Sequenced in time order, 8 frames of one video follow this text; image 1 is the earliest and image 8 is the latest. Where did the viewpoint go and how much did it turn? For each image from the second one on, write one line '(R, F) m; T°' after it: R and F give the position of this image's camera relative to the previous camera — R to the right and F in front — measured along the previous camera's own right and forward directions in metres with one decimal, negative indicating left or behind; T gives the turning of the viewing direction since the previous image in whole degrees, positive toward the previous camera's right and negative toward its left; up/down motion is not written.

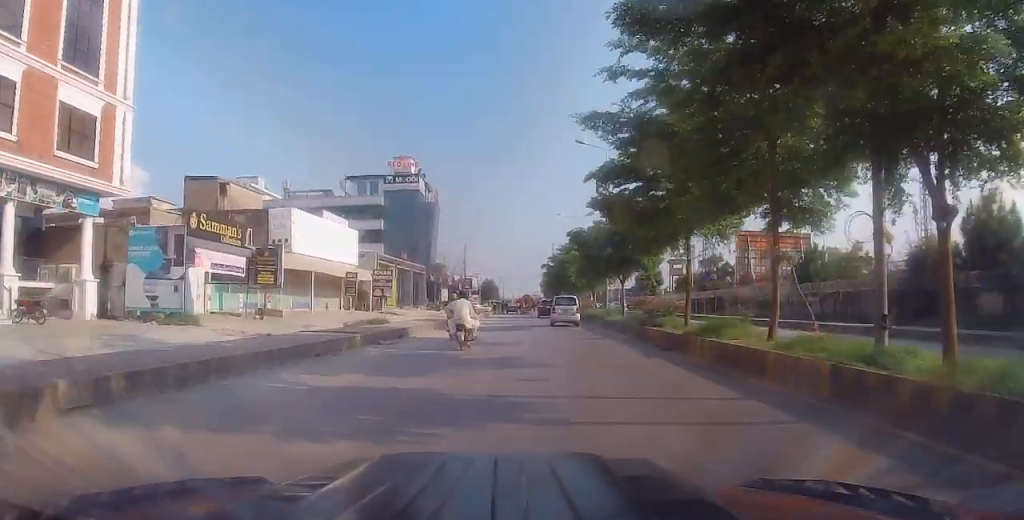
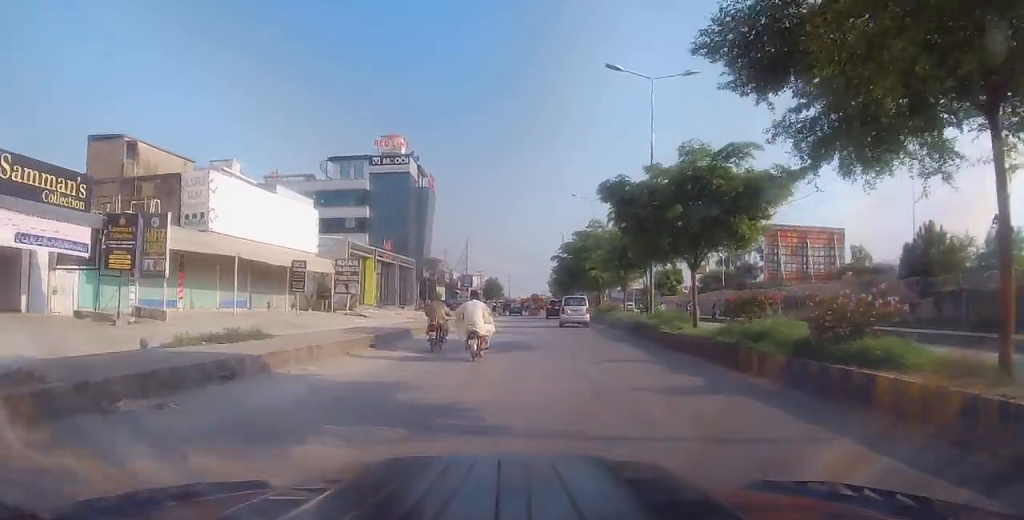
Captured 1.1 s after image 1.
(-0.2, +12.6) m; -1°
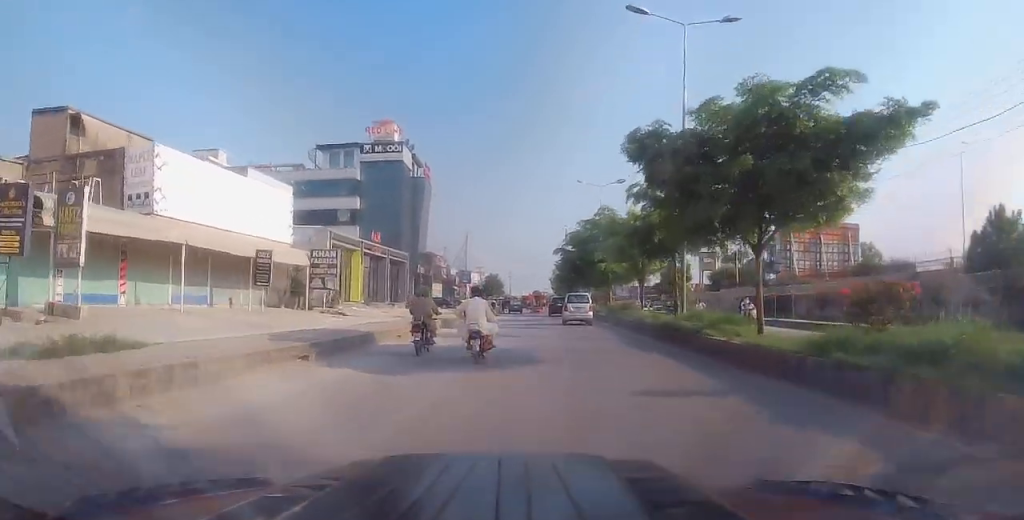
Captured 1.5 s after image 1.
(-0.1, +5.2) m; 0°
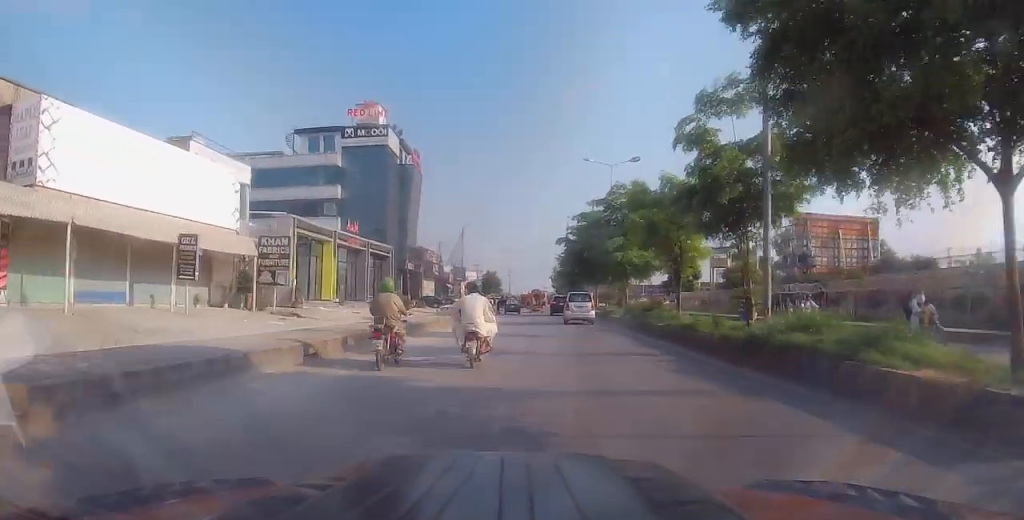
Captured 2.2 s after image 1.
(+0.1, +7.3) m; +1°
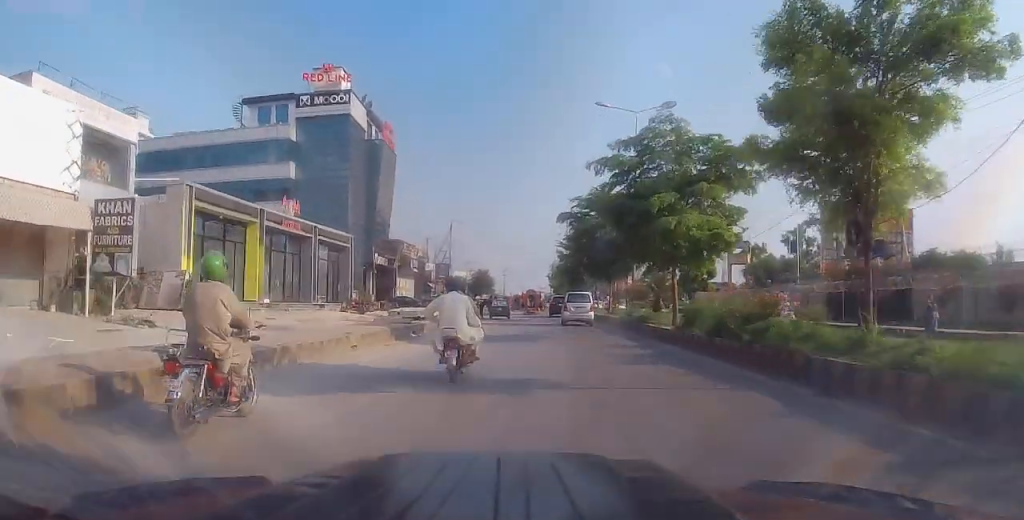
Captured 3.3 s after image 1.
(+0.1, +12.1) m; 0°
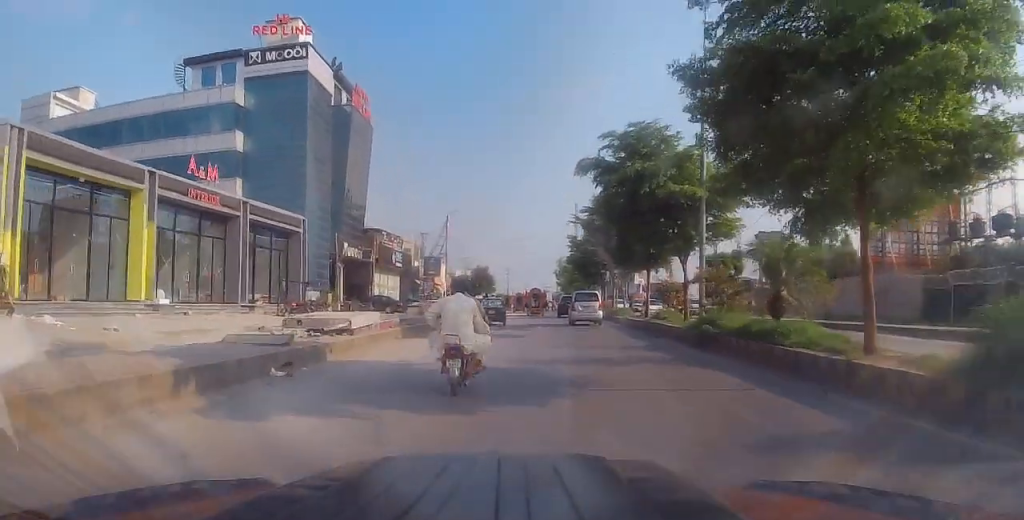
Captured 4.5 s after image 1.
(-0.1, +11.2) m; +1°
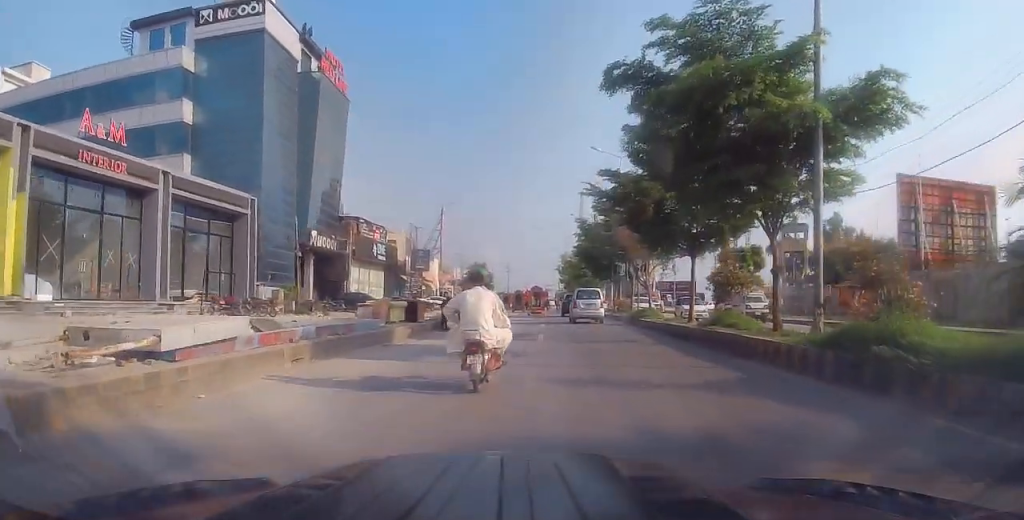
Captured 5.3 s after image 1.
(+0.2, +7.4) m; 0°
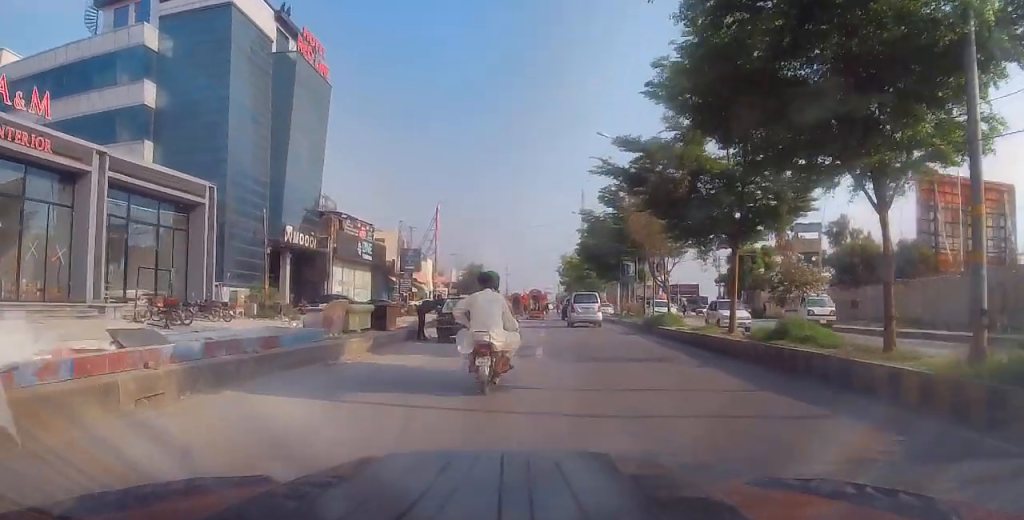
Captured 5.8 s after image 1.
(+0.1, +4.3) m; 0°
